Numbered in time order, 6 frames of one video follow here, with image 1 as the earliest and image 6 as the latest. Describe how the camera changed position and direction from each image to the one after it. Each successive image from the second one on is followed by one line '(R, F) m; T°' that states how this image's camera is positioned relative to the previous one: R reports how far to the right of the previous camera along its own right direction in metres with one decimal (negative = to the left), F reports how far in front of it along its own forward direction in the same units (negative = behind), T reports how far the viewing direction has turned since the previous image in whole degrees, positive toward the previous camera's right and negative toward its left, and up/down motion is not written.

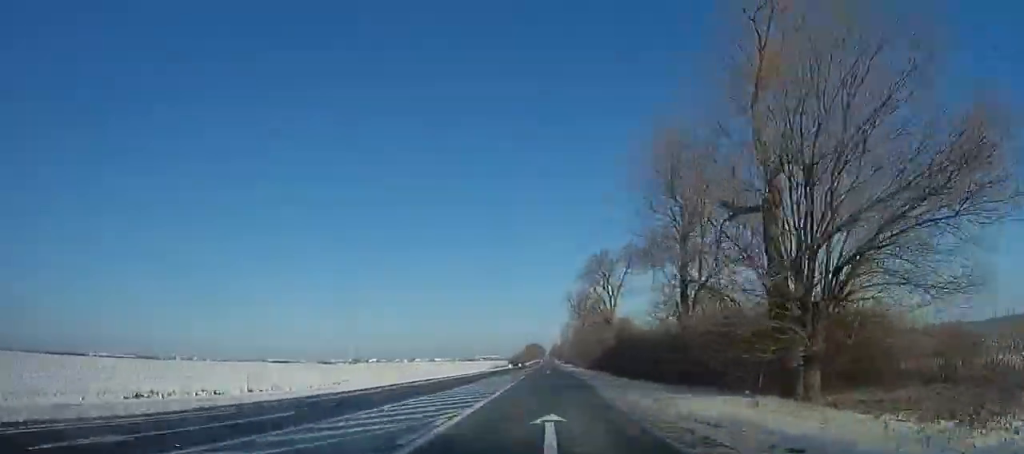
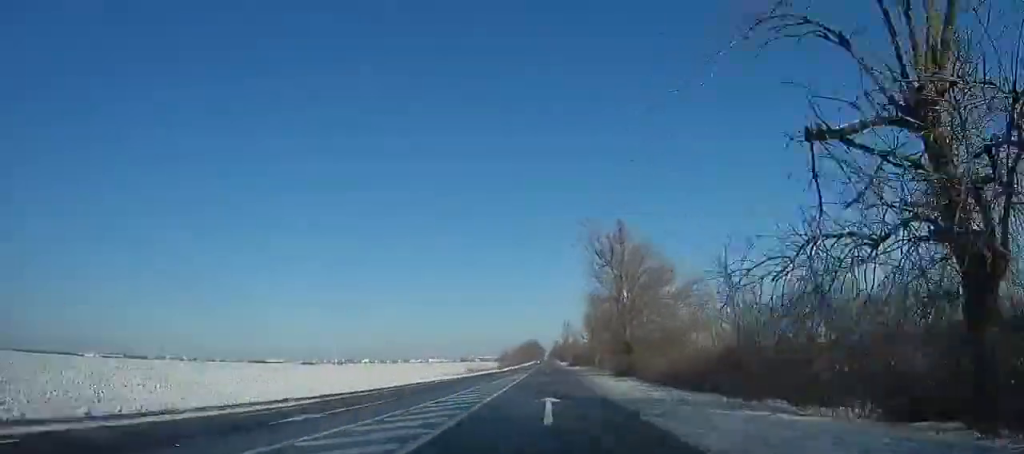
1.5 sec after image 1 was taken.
(+0.6, +36.0) m; +1°
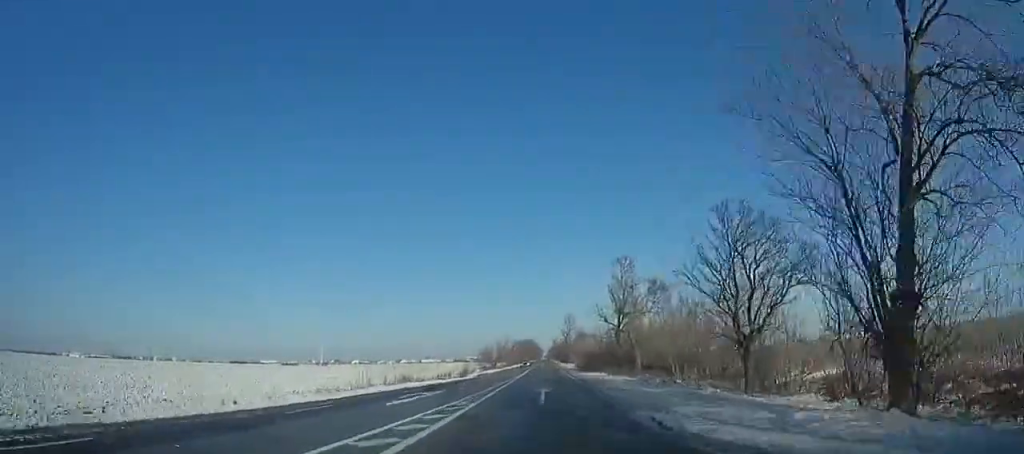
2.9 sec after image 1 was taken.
(+0.3, +35.0) m; 0°
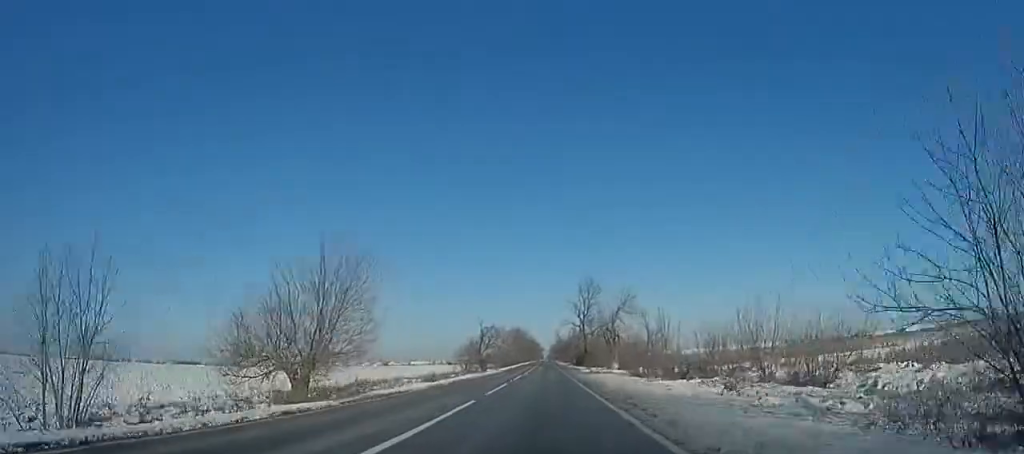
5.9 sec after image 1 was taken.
(-1.3, +73.7) m; -1°
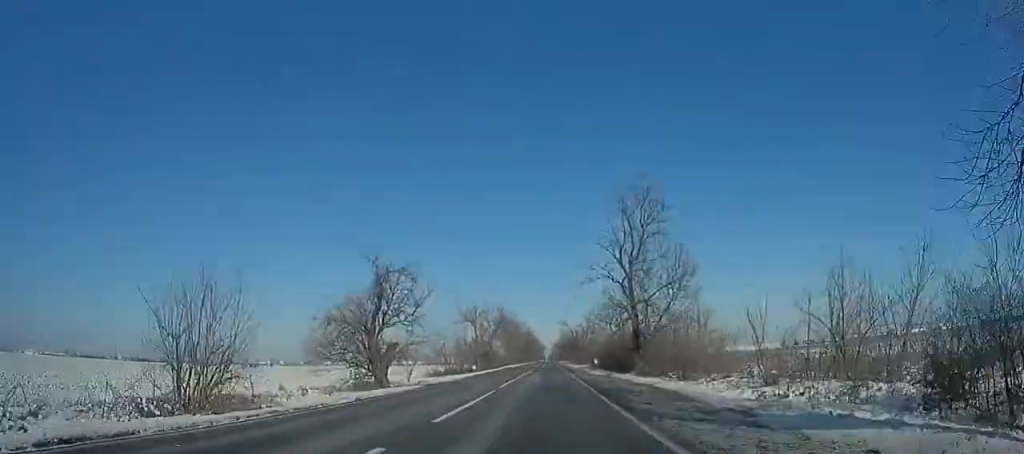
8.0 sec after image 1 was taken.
(+0.7, +49.9) m; 0°
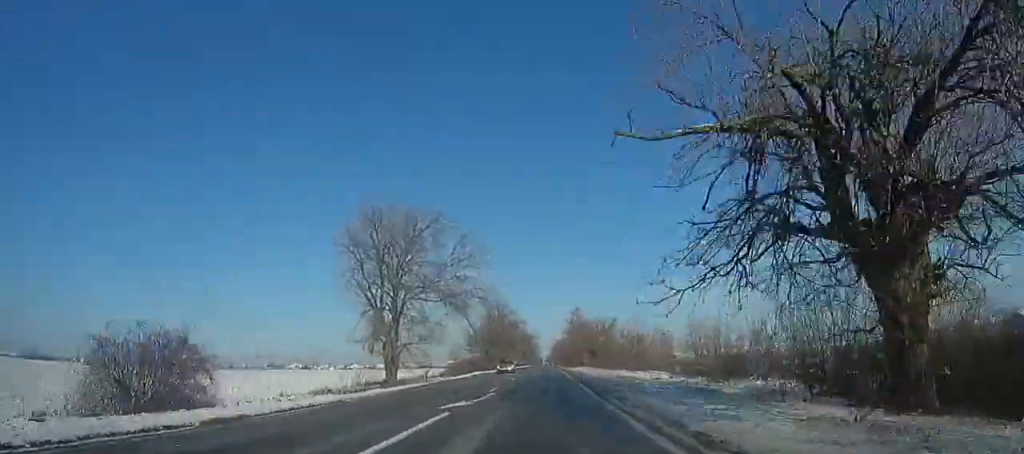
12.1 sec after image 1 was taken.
(+0.1, +97.6) m; 0°
